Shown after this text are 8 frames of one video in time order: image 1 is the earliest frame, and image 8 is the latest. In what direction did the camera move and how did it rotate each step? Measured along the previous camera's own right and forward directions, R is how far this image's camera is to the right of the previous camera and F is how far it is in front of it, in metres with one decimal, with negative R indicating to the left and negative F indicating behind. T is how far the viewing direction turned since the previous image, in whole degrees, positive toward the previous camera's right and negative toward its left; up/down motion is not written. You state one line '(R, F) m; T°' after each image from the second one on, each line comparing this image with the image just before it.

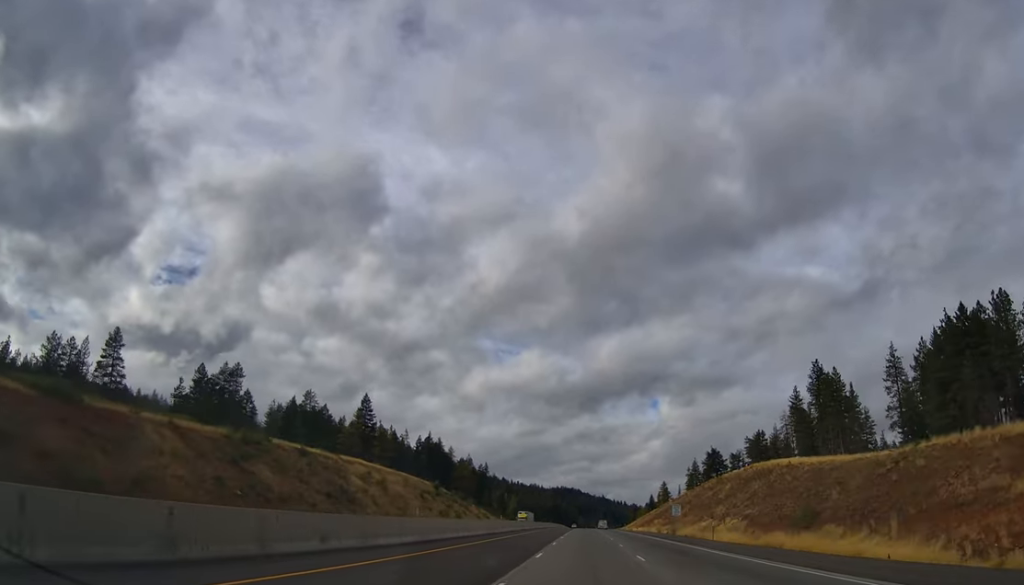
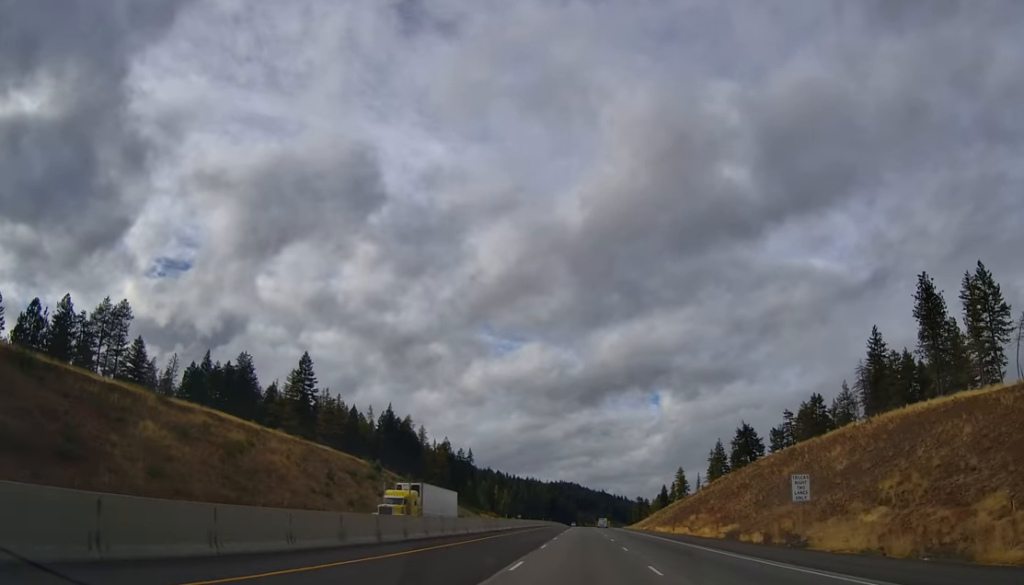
(-0.7, +55.0) m; 0°
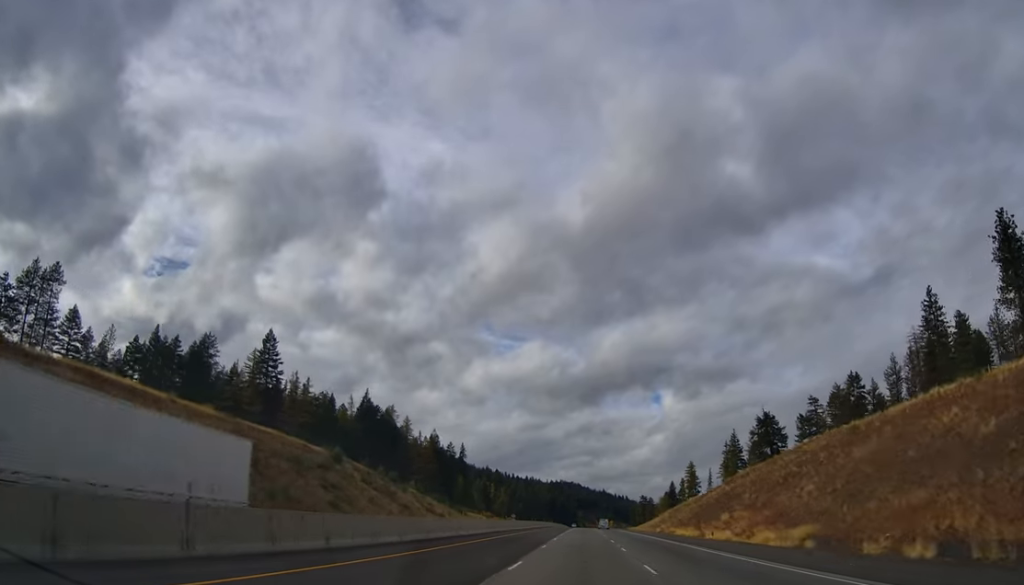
(+0.3, +24.0) m; 0°
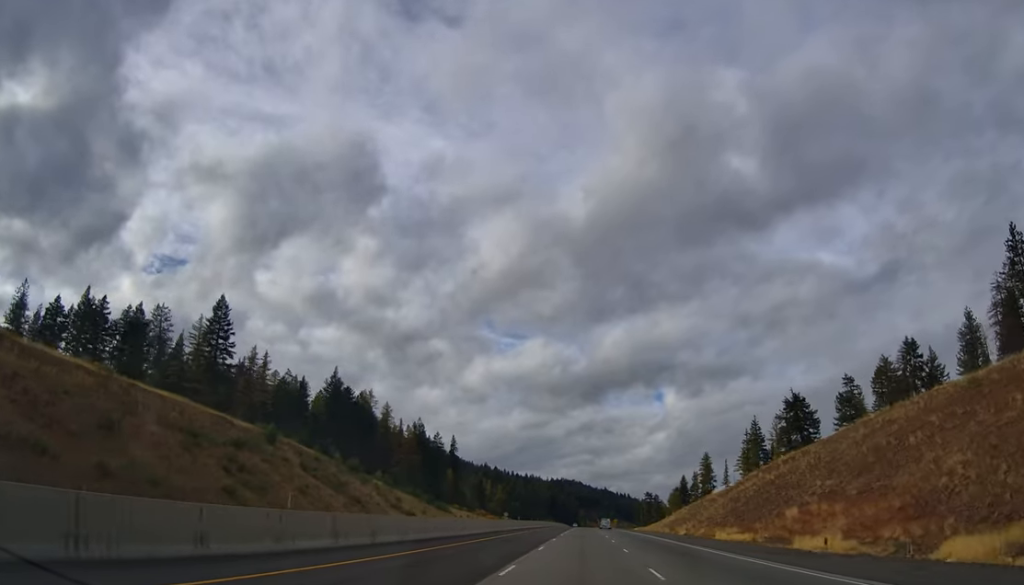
(+0.1, +26.3) m; -1°
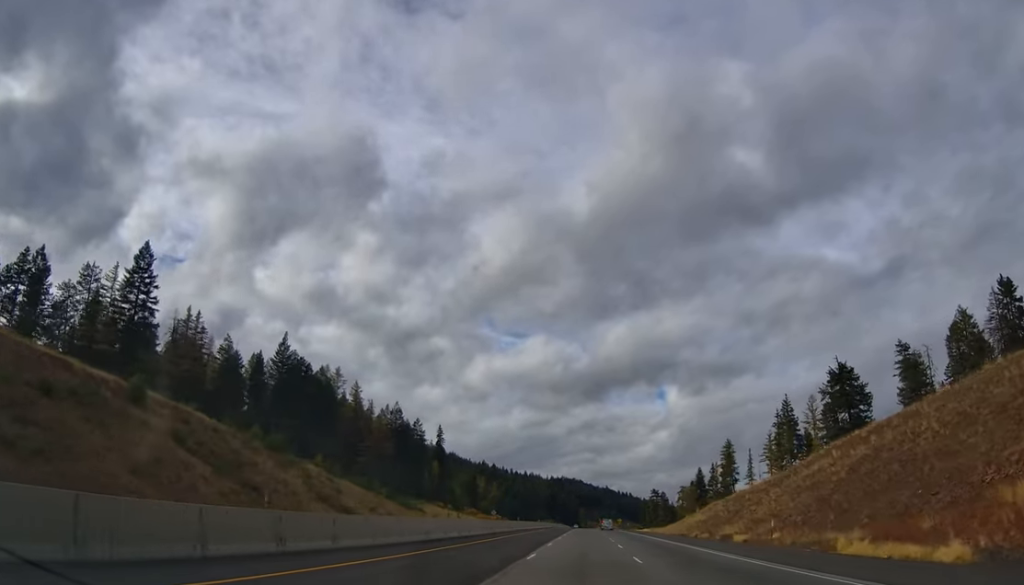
(-0.9, +30.8) m; 0°
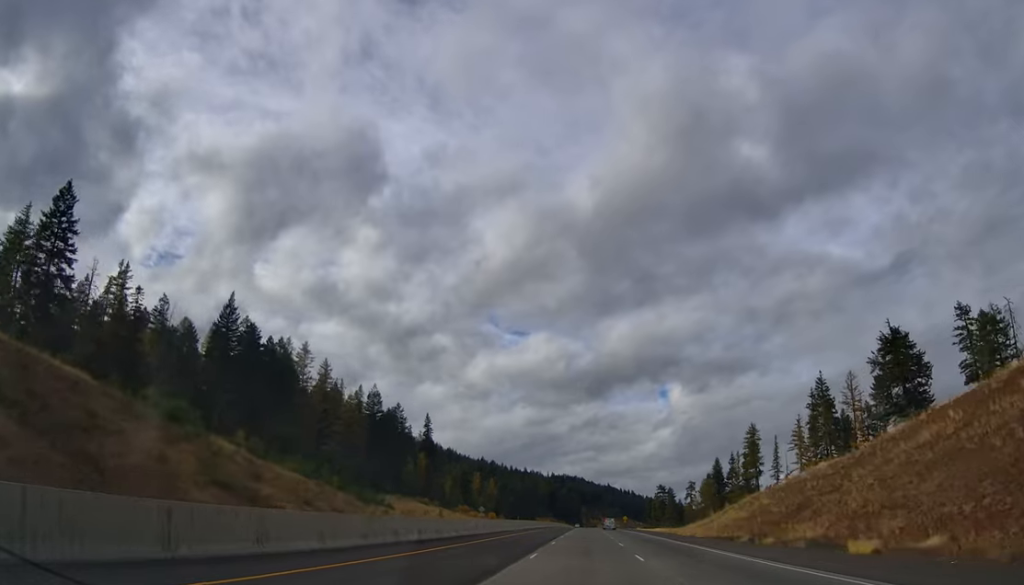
(+0.8, +24.2) m; +1°
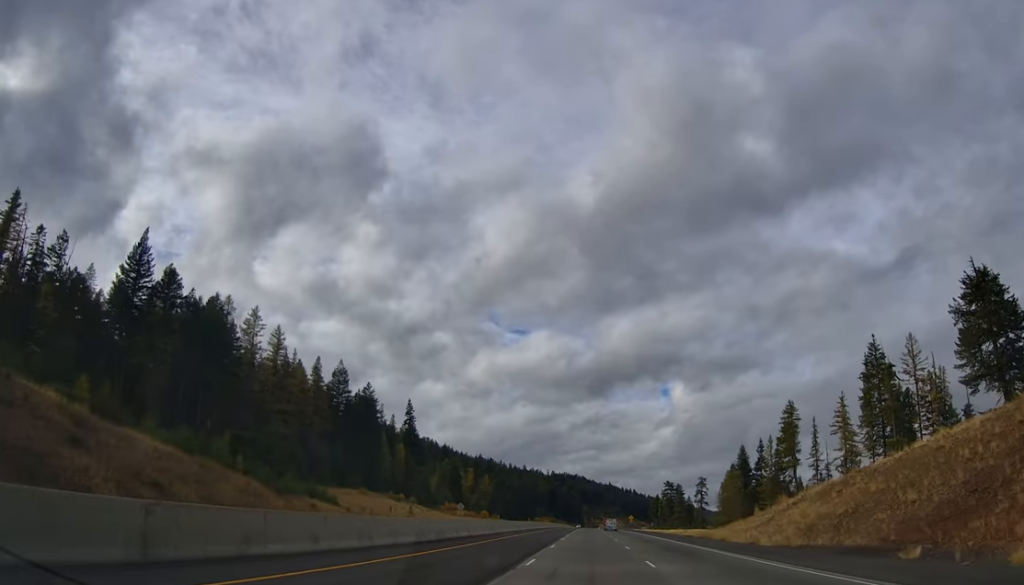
(-0.3, +27.6) m; +1°
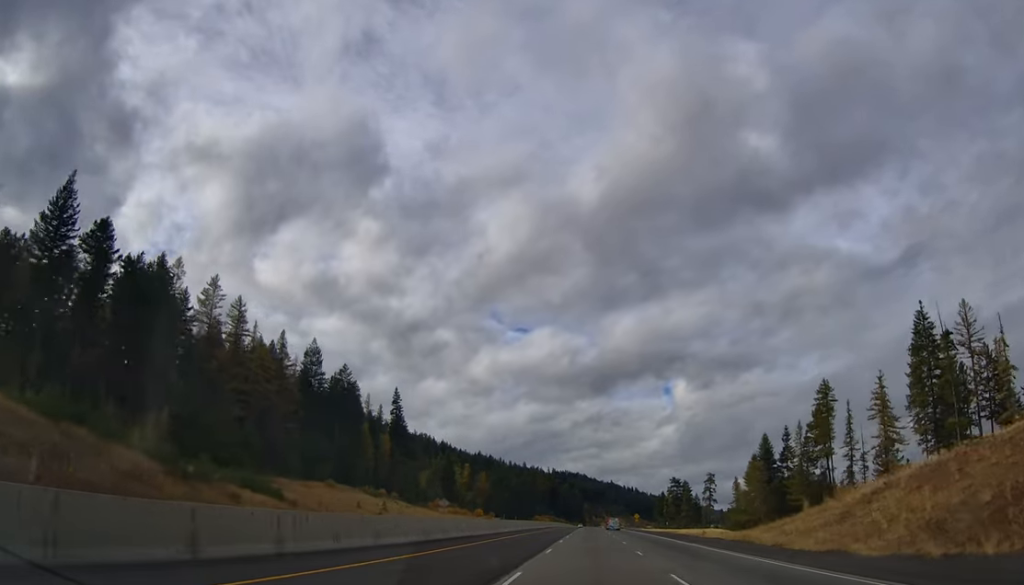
(+0.1, +17.8) m; 0°
